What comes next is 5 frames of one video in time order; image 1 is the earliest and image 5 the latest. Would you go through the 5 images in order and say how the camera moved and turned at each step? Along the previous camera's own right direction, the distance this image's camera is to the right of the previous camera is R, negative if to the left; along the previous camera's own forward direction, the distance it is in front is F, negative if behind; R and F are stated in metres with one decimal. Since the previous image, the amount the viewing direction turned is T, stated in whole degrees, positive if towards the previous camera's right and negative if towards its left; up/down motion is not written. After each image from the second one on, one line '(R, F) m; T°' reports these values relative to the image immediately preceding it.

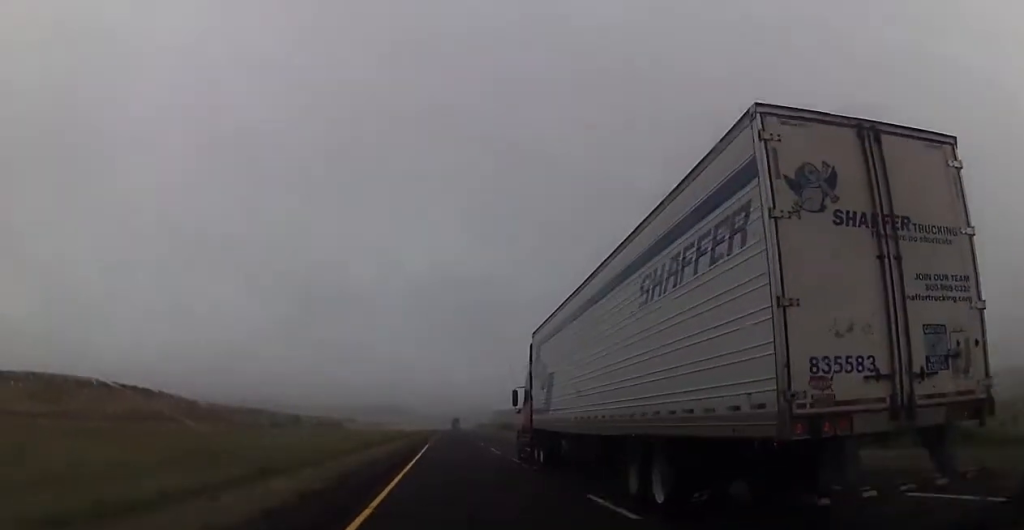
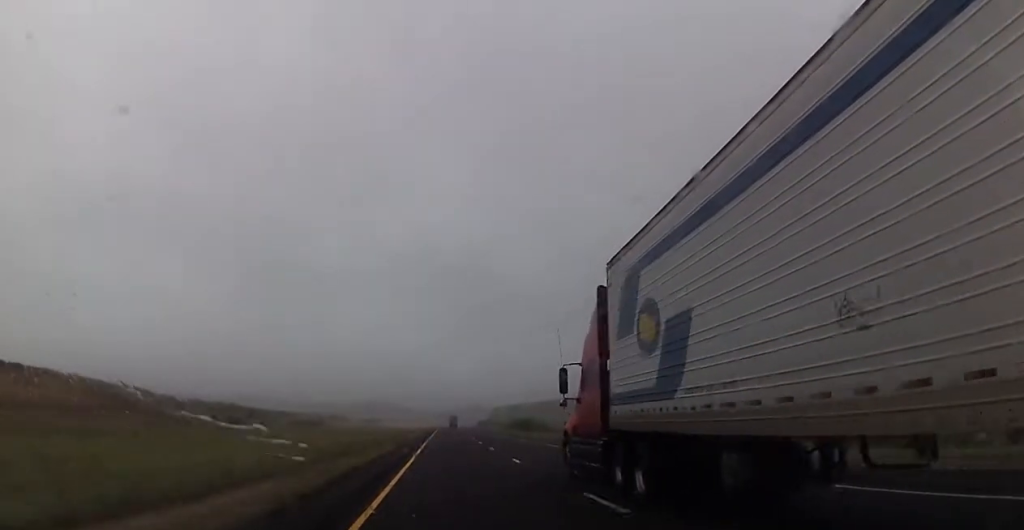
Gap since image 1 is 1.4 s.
(-0.2, +48.1) m; 0°
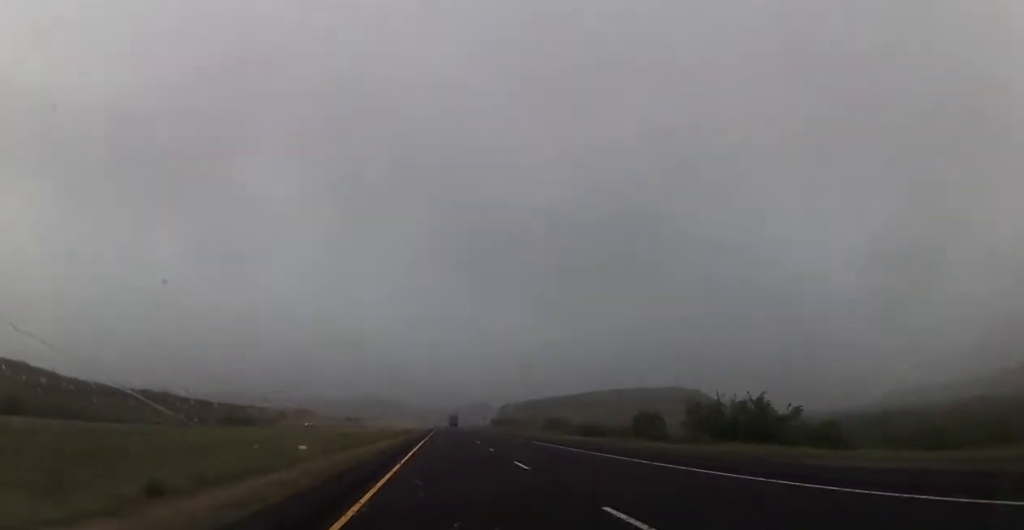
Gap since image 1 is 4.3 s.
(+1.3, +99.8) m; +1°
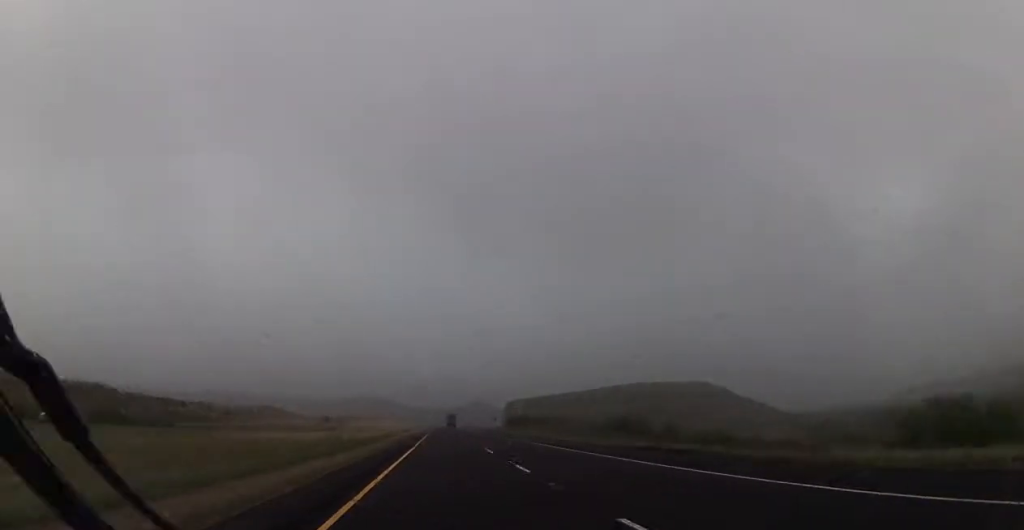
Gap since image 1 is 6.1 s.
(-0.4, +62.1) m; 0°
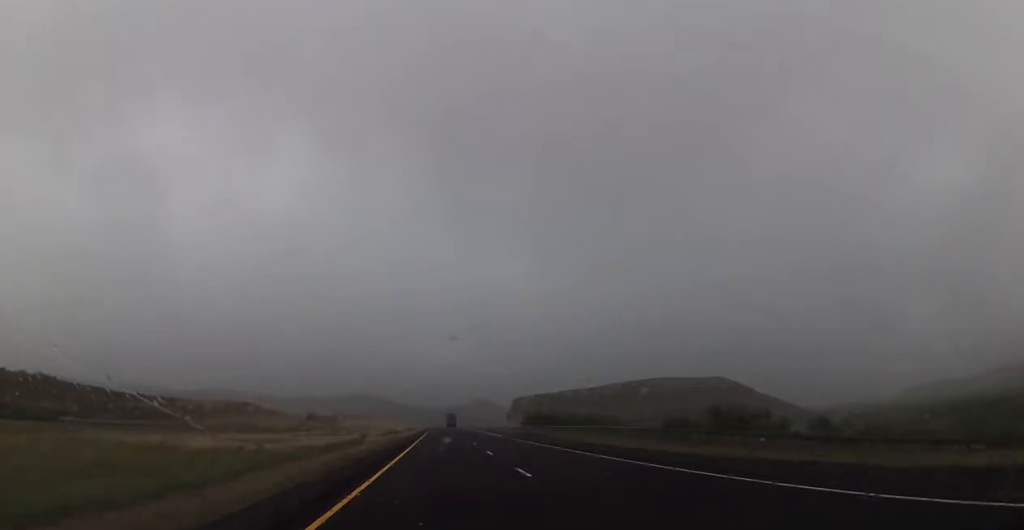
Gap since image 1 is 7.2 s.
(0.0, +38.1) m; 0°
